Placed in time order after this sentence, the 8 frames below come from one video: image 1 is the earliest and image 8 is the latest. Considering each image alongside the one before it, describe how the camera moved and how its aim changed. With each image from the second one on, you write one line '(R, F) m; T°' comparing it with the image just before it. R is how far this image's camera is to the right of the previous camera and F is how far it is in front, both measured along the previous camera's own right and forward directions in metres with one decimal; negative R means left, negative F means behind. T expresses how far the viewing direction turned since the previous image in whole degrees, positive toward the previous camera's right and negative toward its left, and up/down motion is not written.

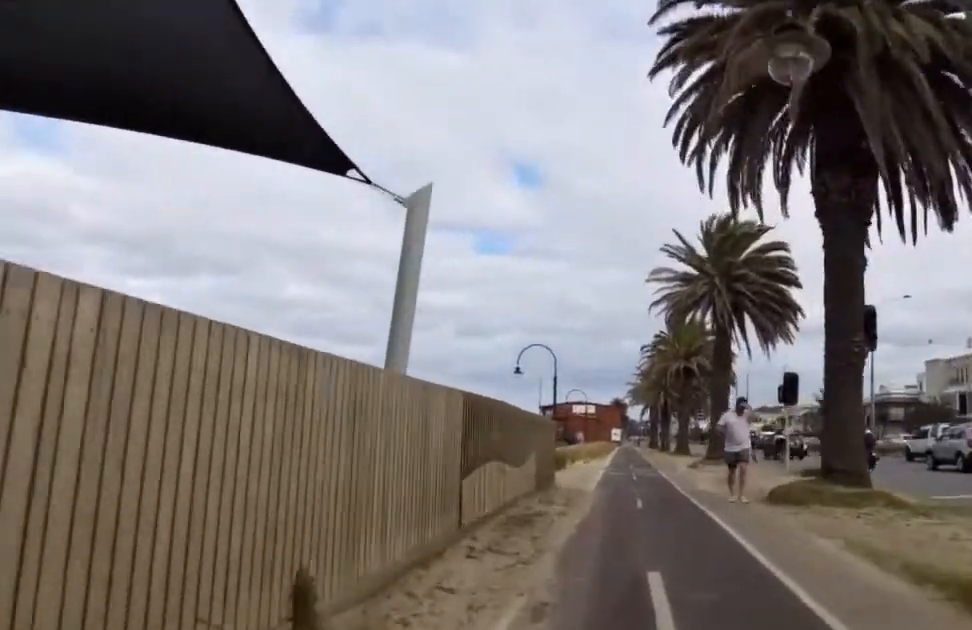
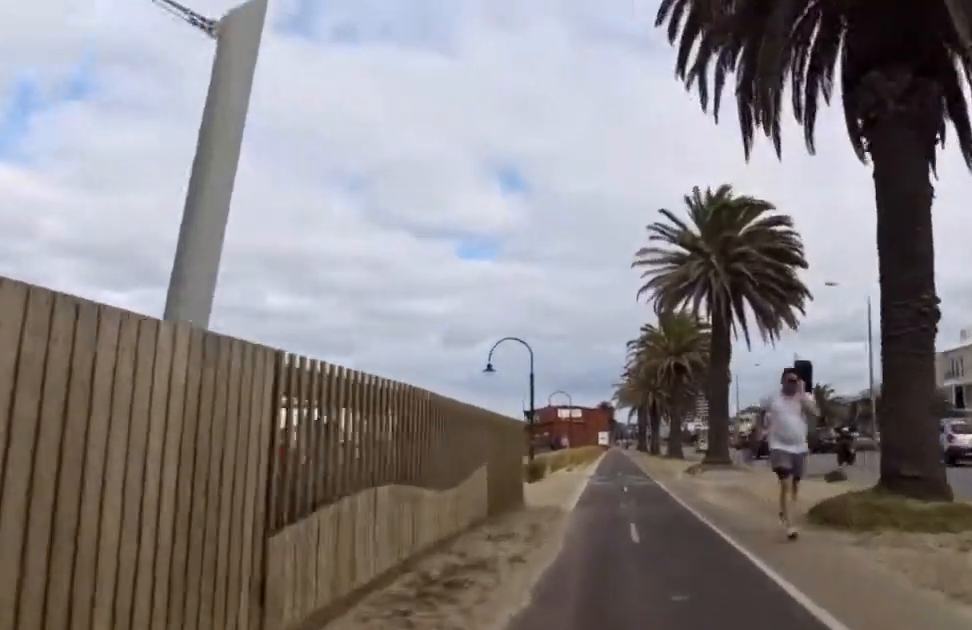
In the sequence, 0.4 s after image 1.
(+0.5, +3.5) m; 0°
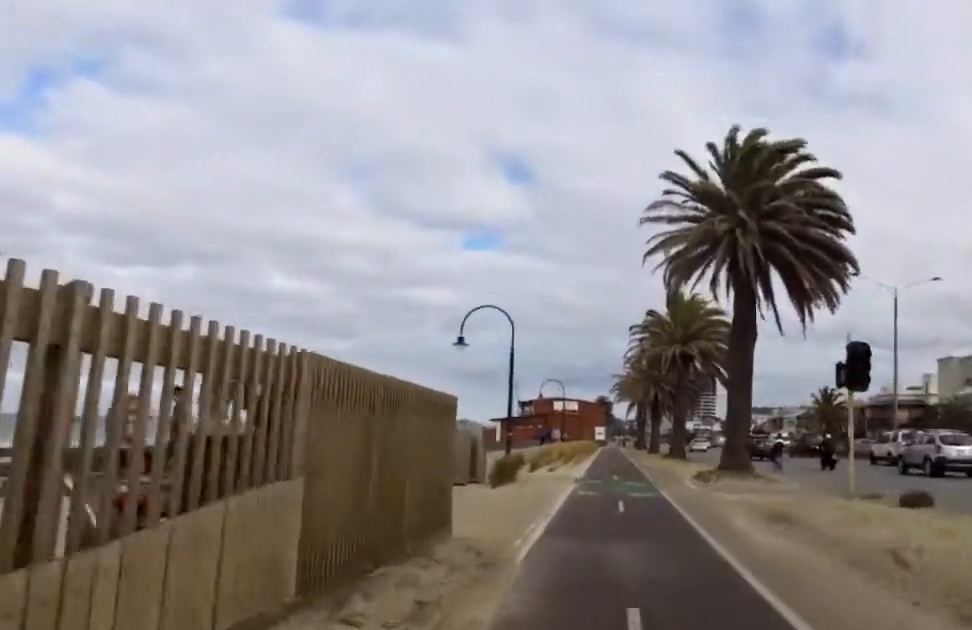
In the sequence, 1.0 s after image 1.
(-0.3, +4.9) m; 0°
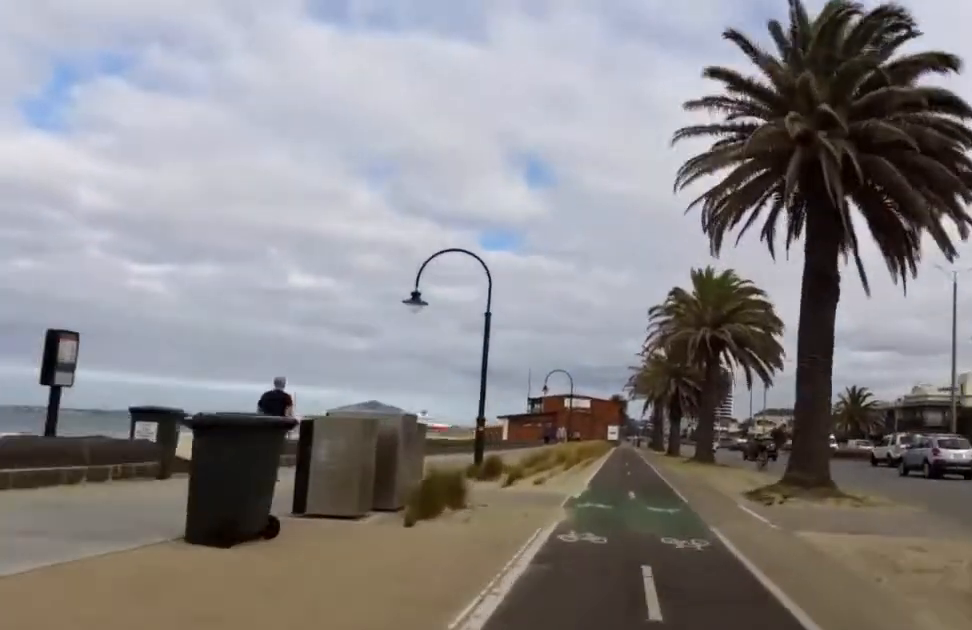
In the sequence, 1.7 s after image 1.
(-0.5, +6.6) m; 0°
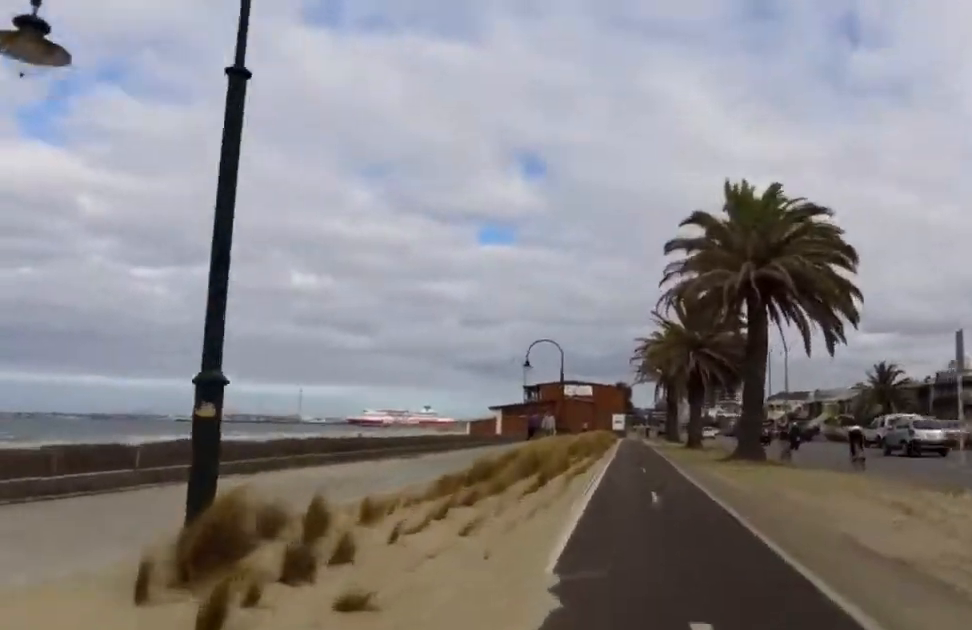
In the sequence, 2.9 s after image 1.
(+0.6, +10.5) m; 0°
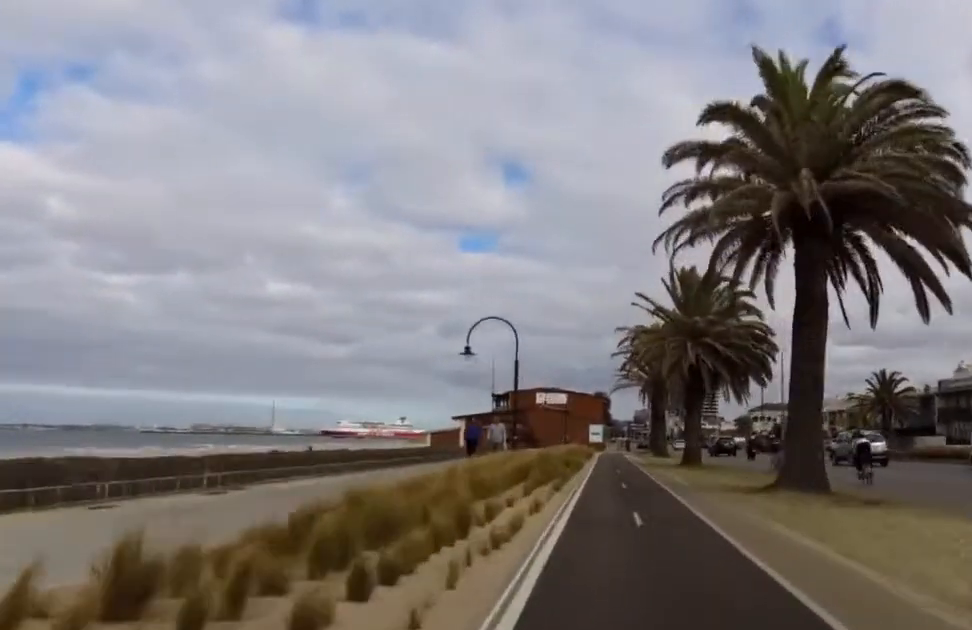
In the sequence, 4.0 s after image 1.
(-0.3, +9.0) m; 0°
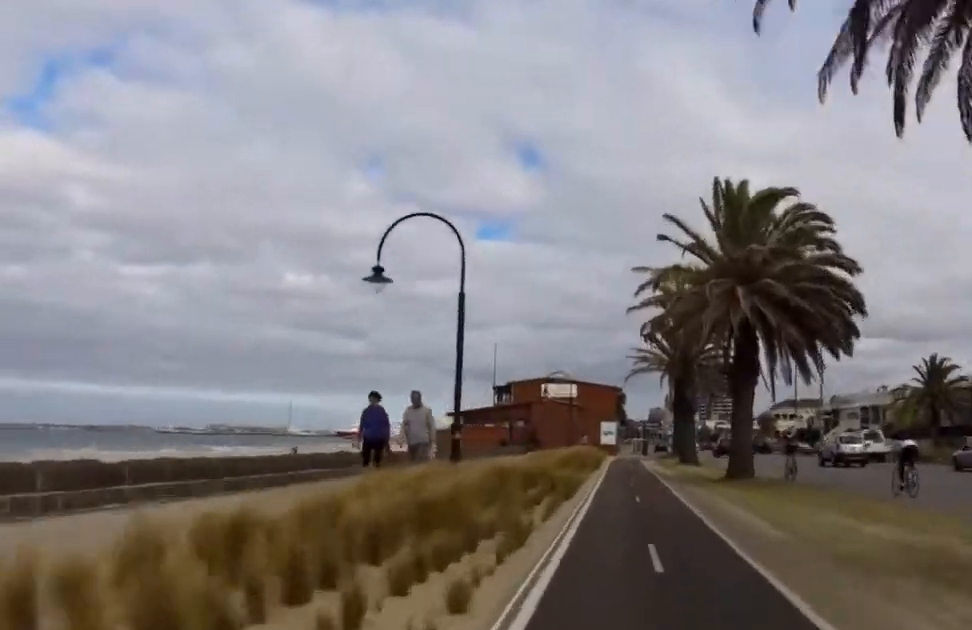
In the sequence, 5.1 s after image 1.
(+0.1, +9.9) m; 0°
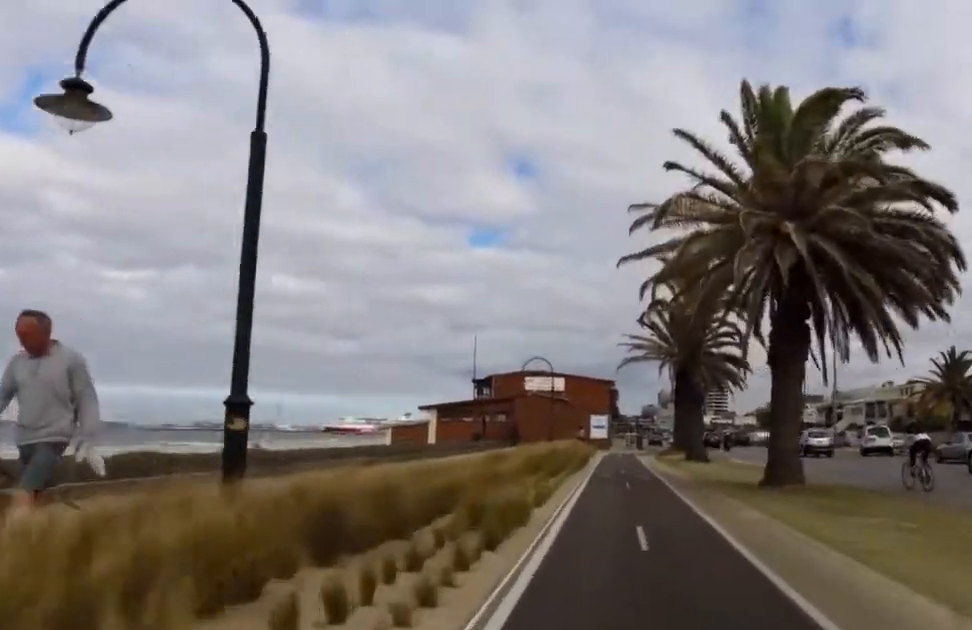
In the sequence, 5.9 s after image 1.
(-0.1, +7.3) m; 0°
